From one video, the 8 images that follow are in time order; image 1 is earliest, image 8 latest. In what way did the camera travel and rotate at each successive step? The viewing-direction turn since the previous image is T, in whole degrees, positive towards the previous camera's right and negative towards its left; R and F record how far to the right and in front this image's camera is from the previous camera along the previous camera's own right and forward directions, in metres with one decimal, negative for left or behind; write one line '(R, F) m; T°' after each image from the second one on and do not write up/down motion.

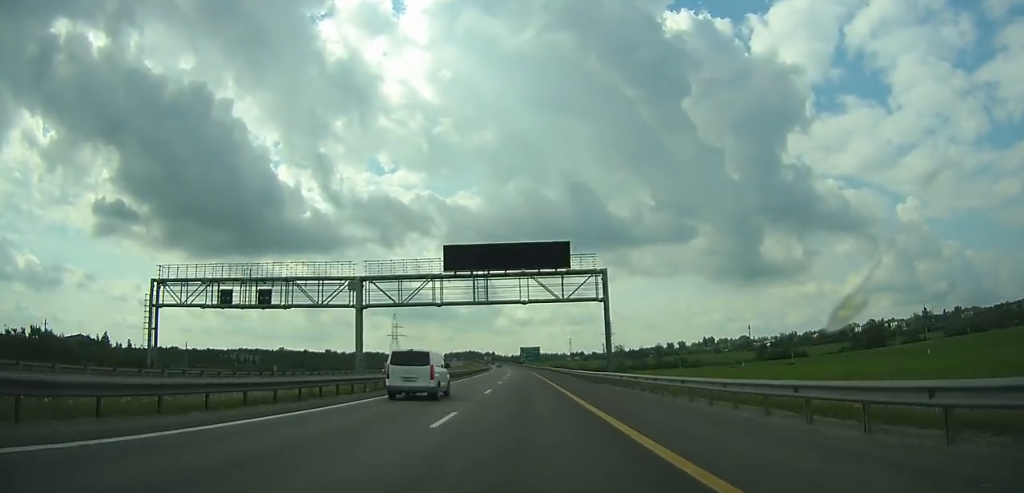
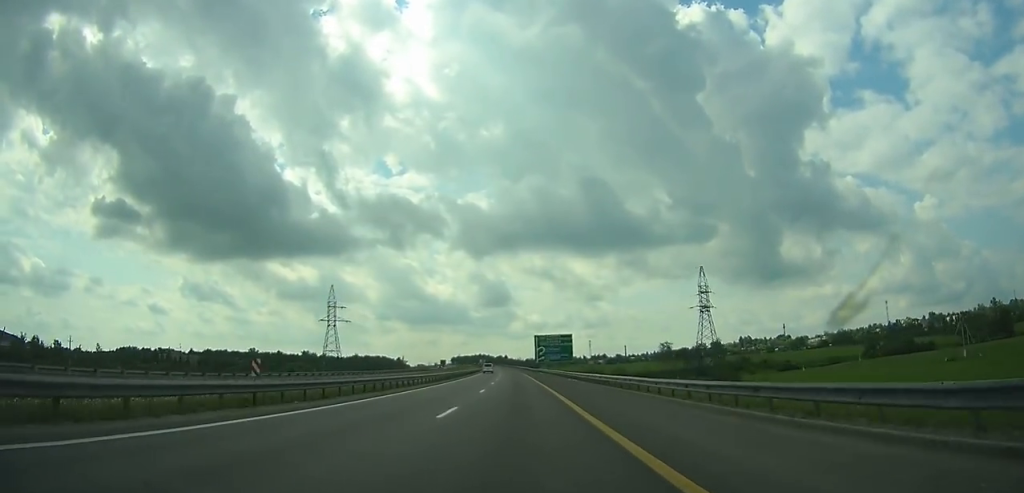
(-1.3, +109.3) m; -2°
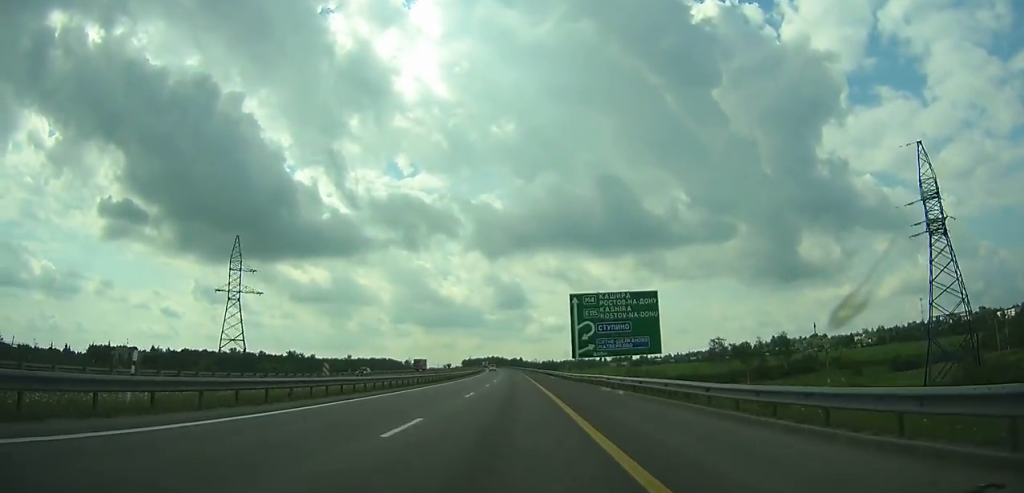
(-1.0, +69.2) m; -2°
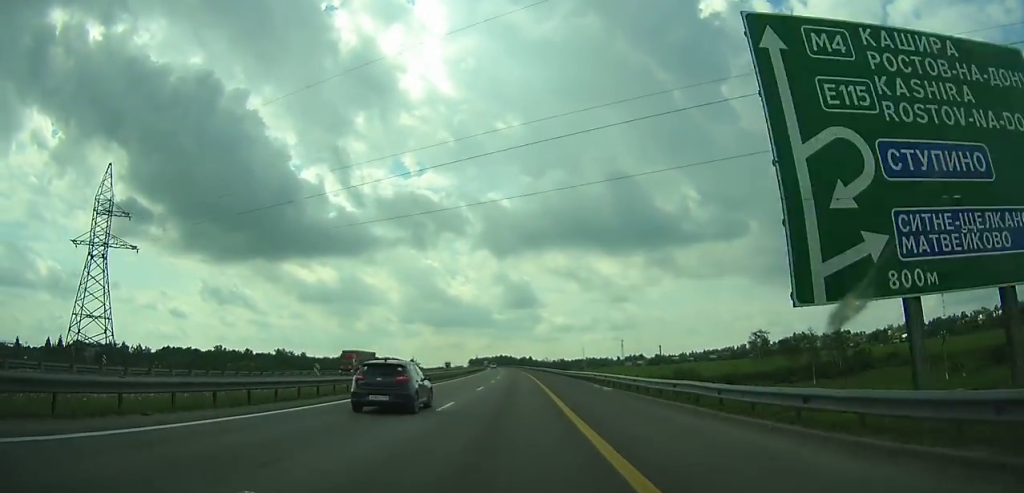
(-0.4, +41.3) m; -1°
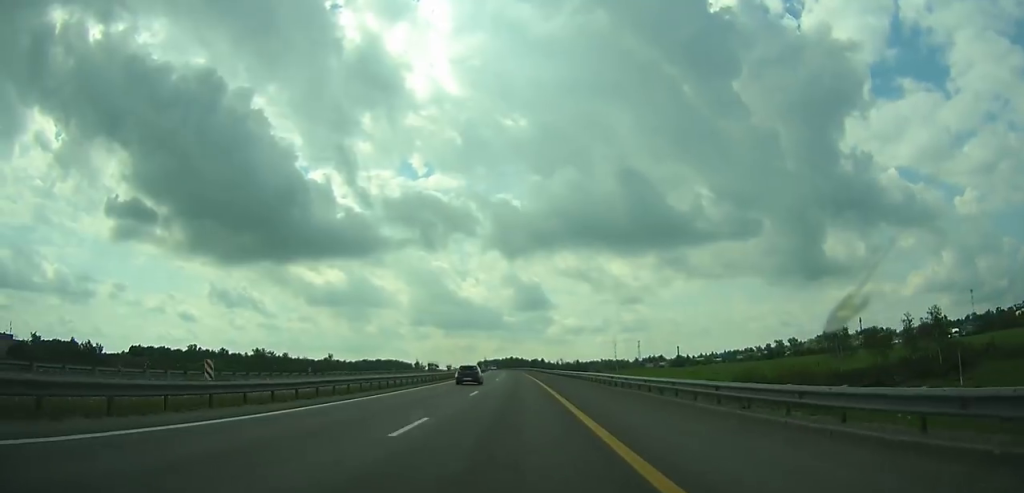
(-0.5, +54.8) m; -1°
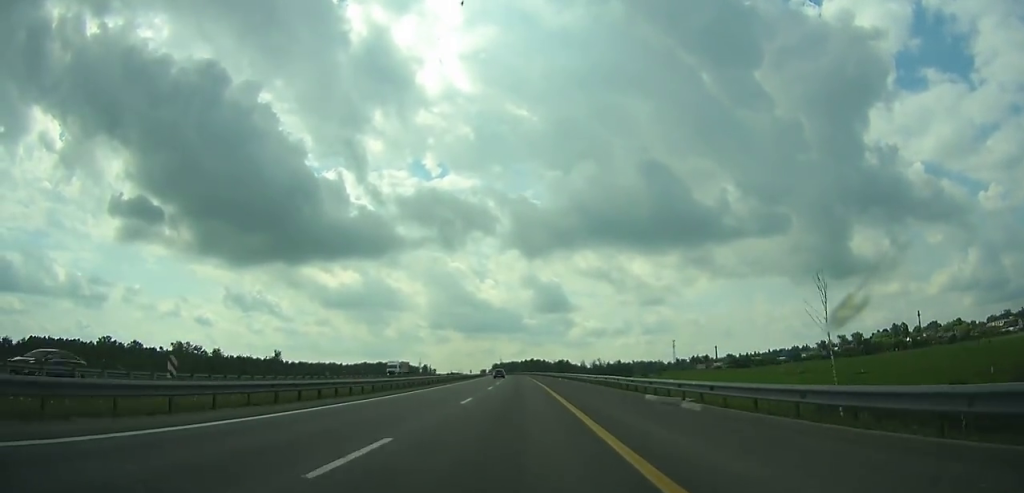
(-1.8, +116.3) m; -2°
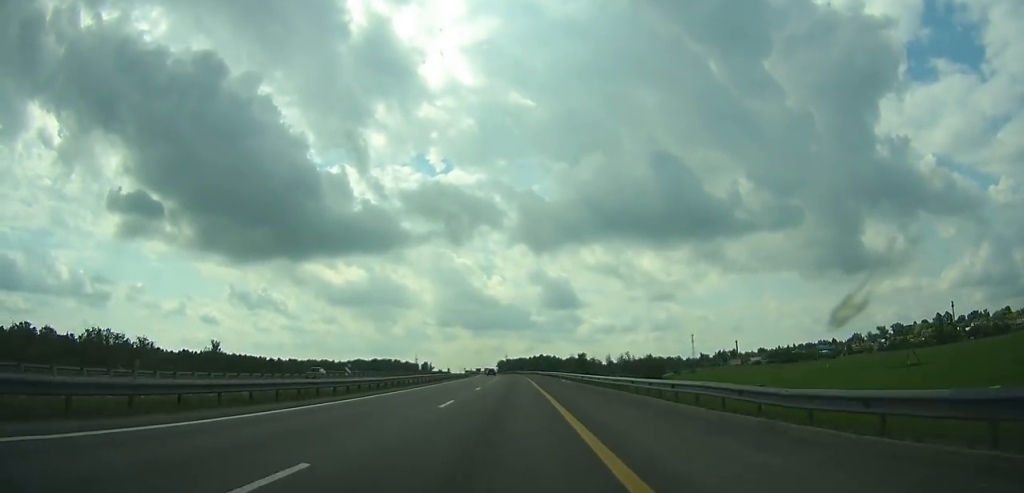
(-0.6, +67.1) m; -1°
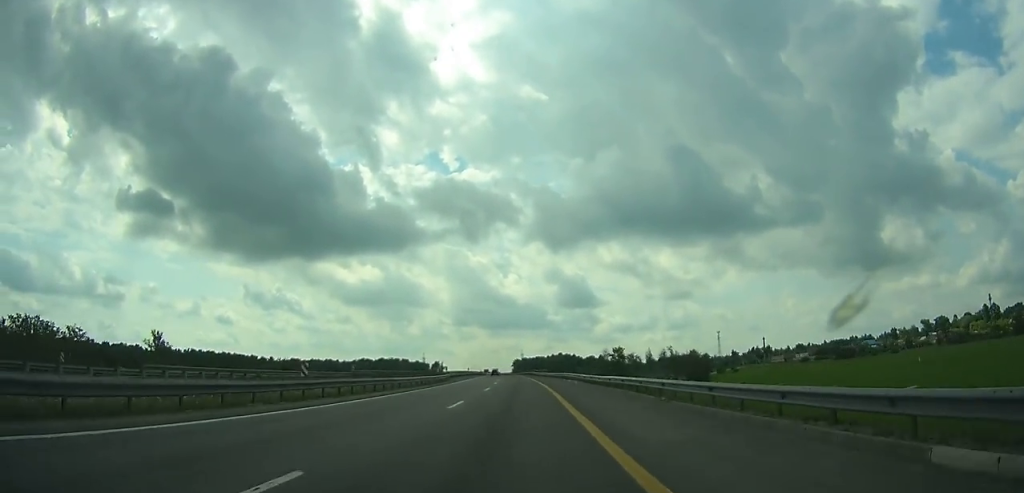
(-0.7, +48.5) m; -1°
